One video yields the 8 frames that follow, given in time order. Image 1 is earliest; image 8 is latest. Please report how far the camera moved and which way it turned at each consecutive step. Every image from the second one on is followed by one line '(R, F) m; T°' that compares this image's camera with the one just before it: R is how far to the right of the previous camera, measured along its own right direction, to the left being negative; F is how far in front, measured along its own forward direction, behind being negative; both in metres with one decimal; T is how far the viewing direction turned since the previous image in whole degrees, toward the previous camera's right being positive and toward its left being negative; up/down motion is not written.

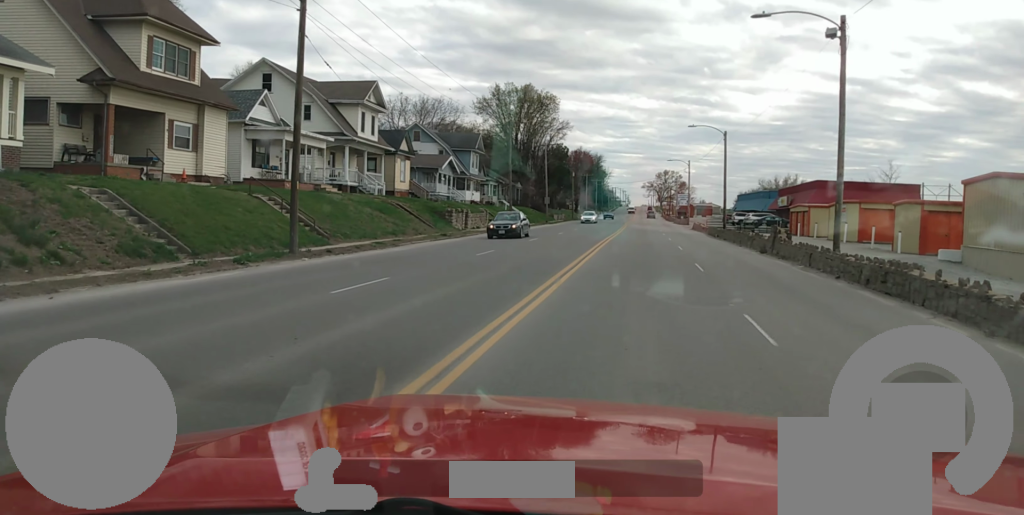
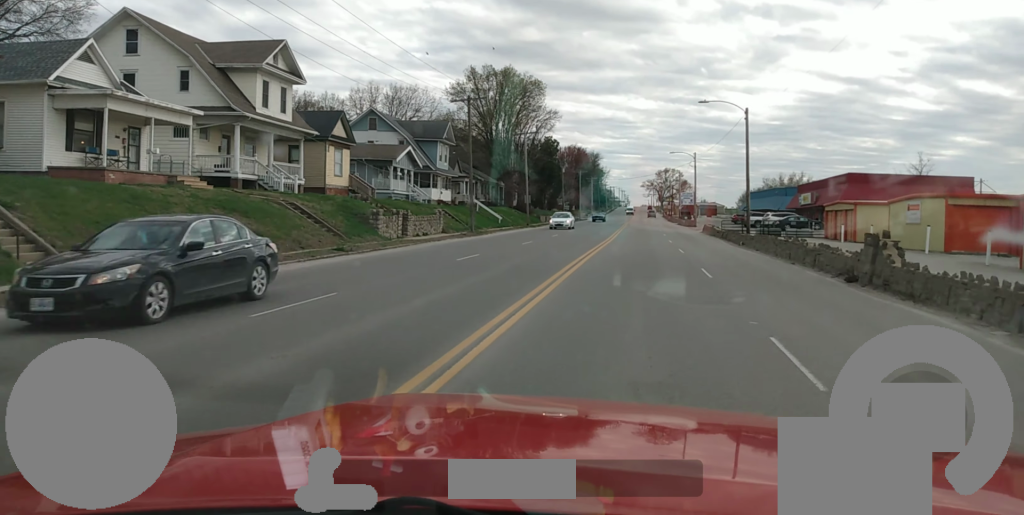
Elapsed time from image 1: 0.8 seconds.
(+0.5, +14.8) m; +2°
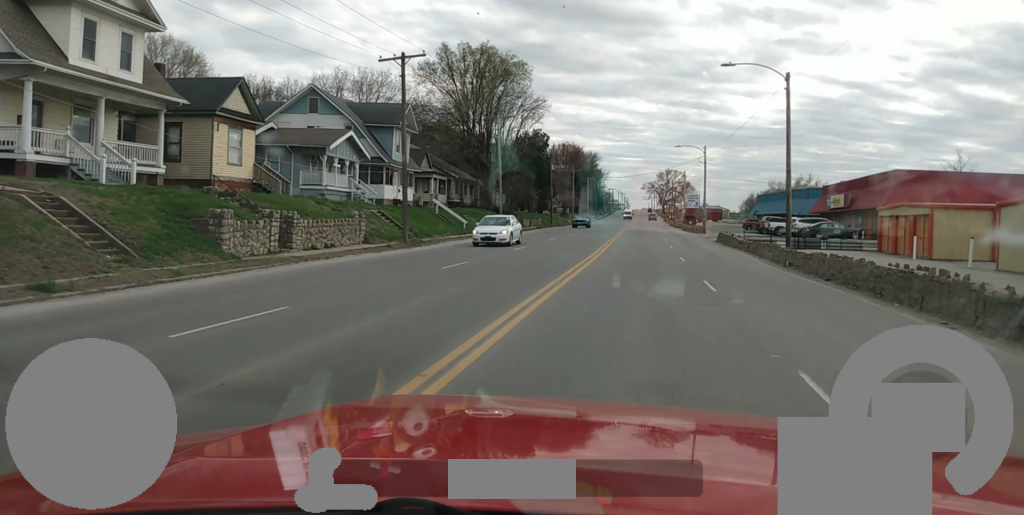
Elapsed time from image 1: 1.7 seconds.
(0.0, +14.7) m; 0°
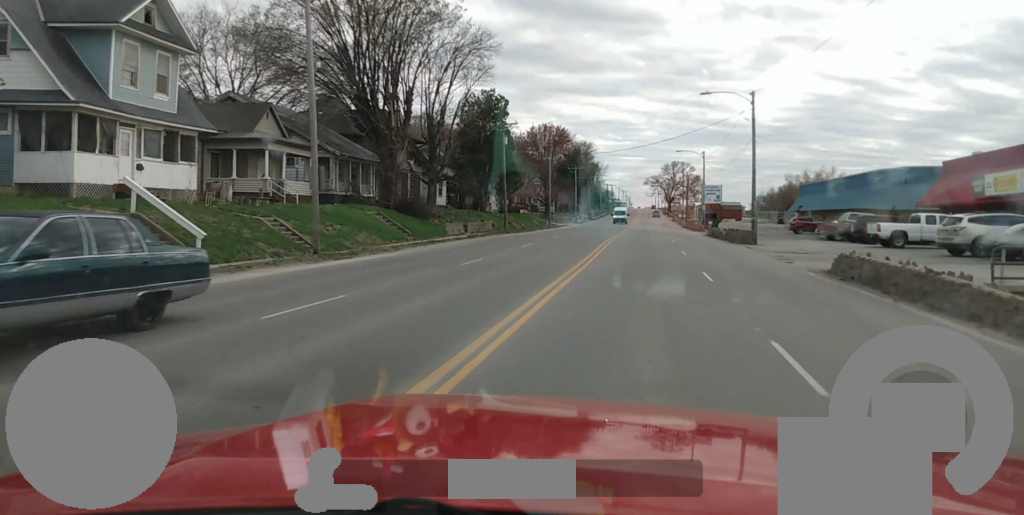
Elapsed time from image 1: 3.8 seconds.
(-0.2, +35.3) m; -1°
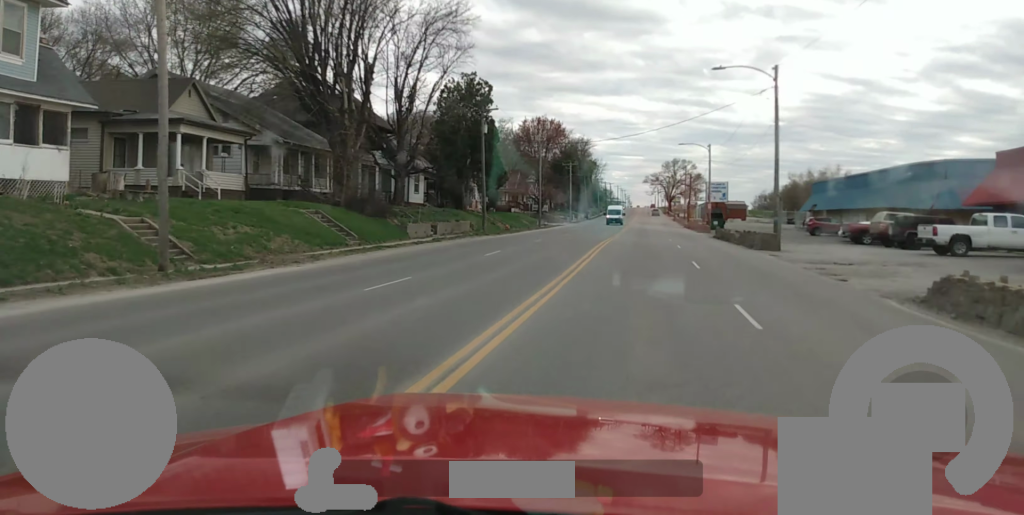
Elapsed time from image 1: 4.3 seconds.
(-0.1, +8.5) m; 0°
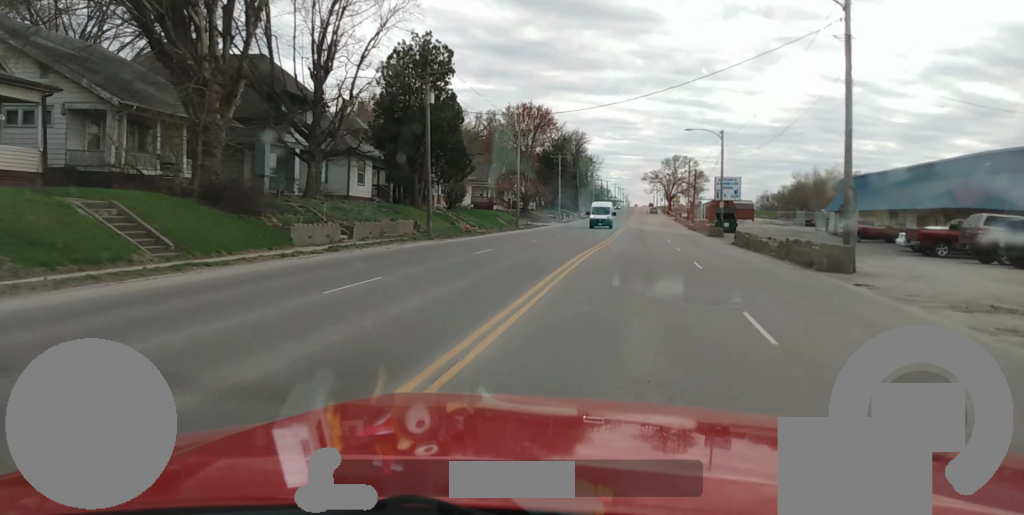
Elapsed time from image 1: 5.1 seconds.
(+0.1, +14.2) m; +1°
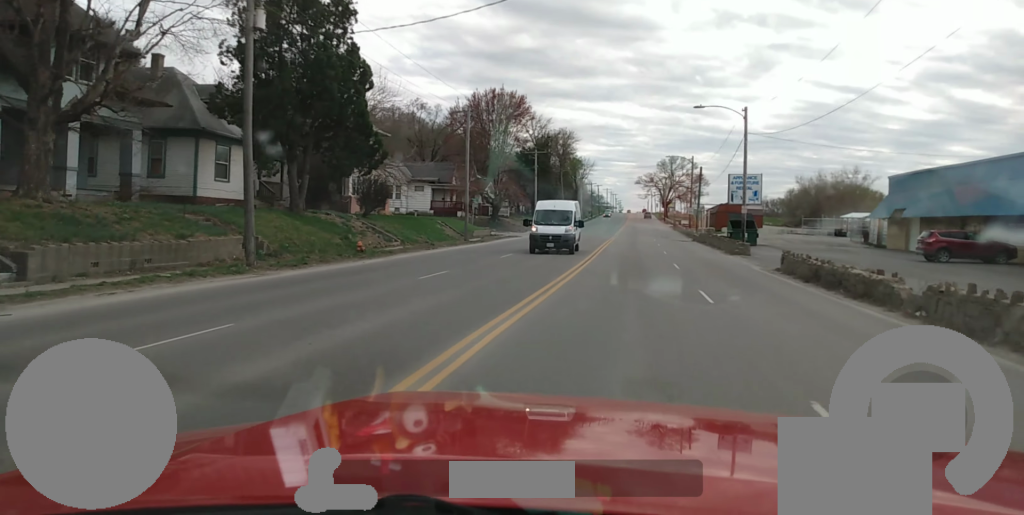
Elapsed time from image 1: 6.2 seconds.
(+0.2, +17.5) m; 0°
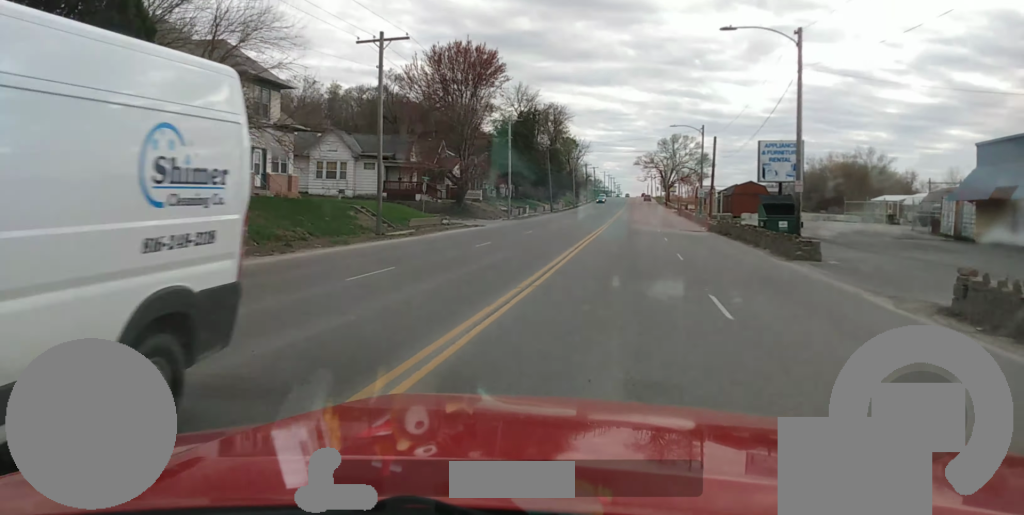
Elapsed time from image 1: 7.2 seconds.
(-0.1, +16.5) m; -1°
